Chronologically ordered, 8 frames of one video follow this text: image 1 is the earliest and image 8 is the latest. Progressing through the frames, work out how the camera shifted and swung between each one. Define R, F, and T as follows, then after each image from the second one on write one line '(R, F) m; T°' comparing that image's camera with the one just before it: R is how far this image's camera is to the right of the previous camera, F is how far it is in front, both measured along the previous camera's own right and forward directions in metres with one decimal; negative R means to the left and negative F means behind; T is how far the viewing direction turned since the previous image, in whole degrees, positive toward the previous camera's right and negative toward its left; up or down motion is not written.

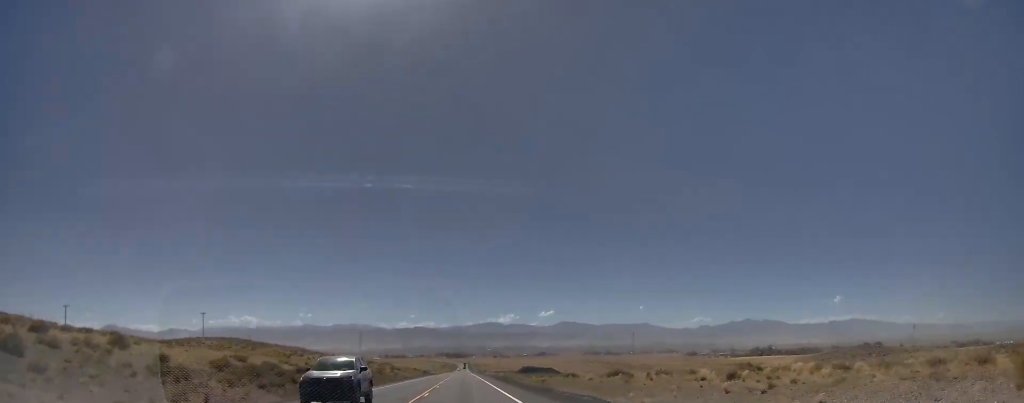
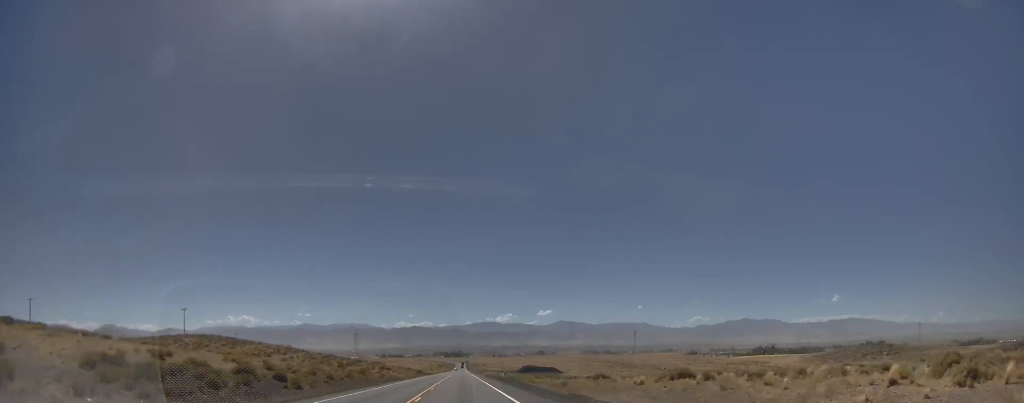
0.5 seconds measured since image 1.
(0.0, +14.8) m; 0°
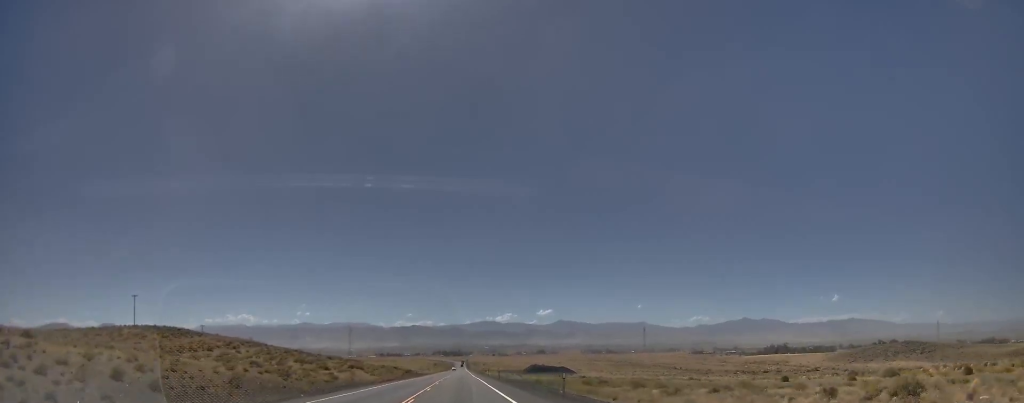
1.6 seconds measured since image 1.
(0.0, +38.4) m; 0°
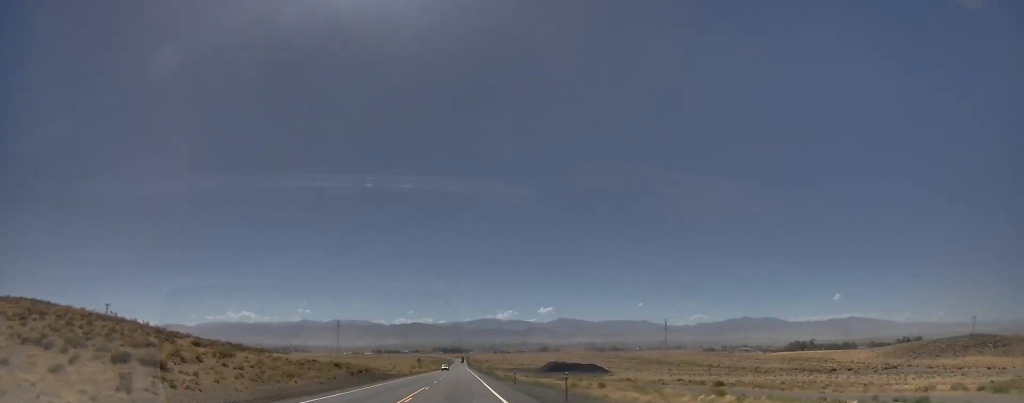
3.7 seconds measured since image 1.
(-1.3, +83.3) m; -1°
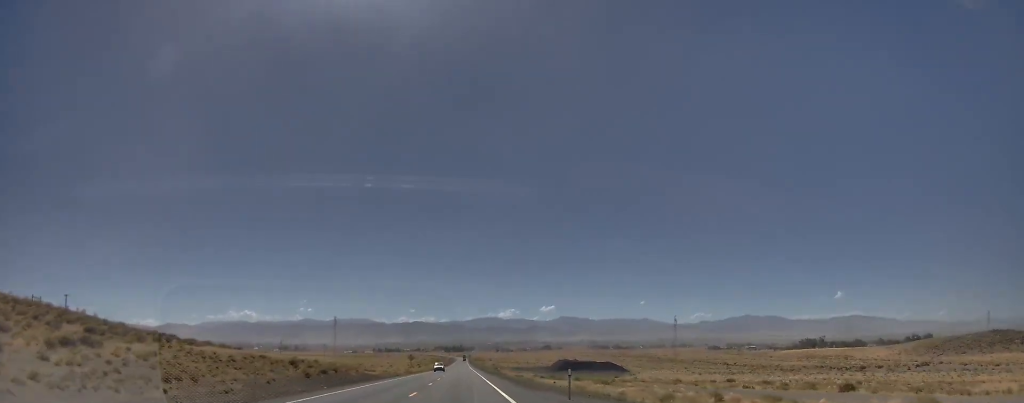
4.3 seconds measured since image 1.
(-0.1, +25.7) m; +1°
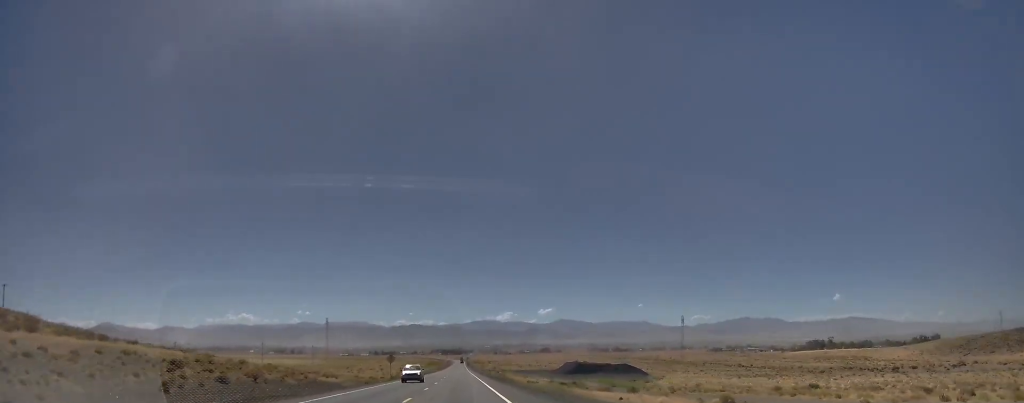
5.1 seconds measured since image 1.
(+0.7, +28.3) m; 0°
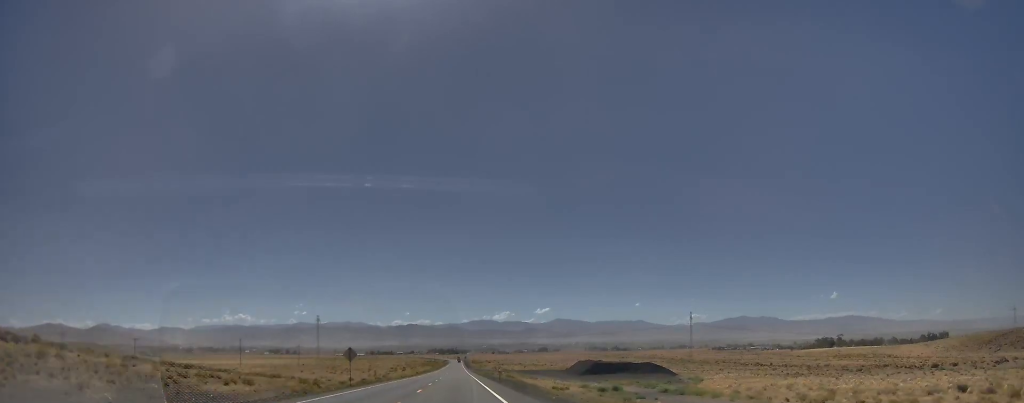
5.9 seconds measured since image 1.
(-0.1, +28.8) m; 0°
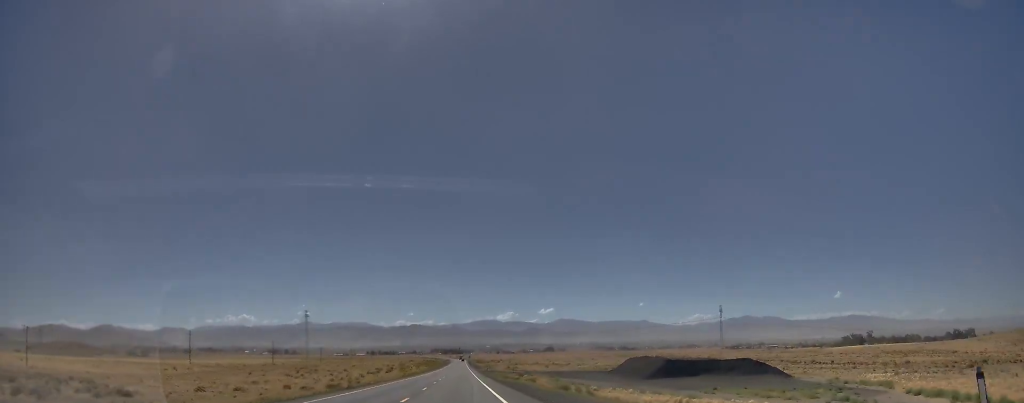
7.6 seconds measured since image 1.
(0.0, +58.1) m; +1°
